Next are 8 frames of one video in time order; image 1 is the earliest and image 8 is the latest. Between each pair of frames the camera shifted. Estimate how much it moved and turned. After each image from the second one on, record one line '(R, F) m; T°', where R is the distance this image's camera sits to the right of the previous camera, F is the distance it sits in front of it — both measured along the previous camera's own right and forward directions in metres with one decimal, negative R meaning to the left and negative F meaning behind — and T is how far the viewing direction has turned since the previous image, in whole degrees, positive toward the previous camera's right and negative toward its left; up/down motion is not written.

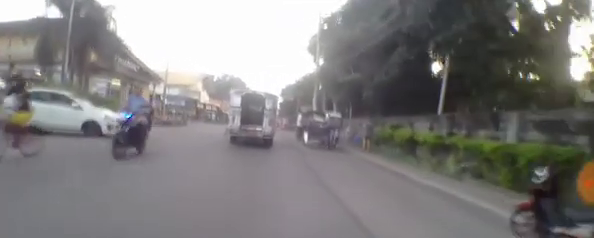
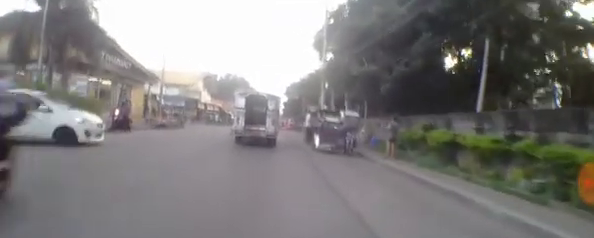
(-0.2, +2.5) m; 0°
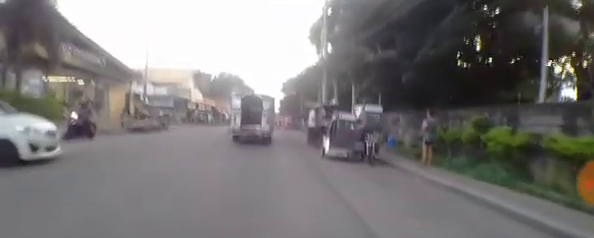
(0.0, +3.3) m; +1°
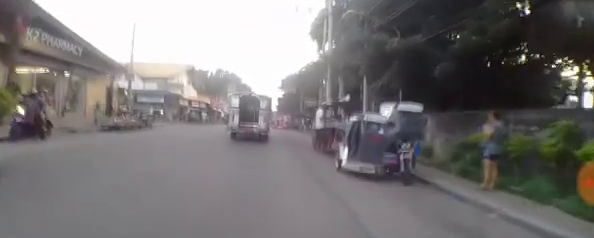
(+0.2, +2.9) m; +1°
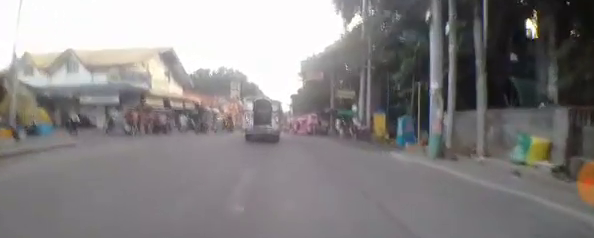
(-0.7, +14.3) m; -6°
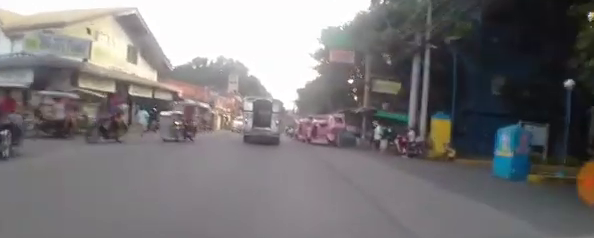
(+0.1, +9.3) m; +4°
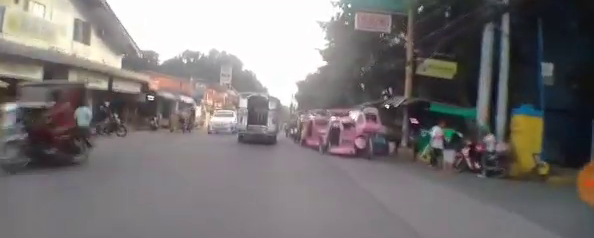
(+0.2, +5.7) m; +5°
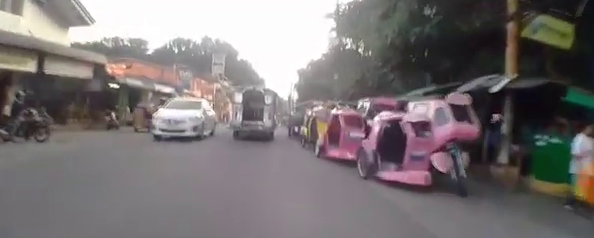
(+0.2, +5.4) m; +6°
